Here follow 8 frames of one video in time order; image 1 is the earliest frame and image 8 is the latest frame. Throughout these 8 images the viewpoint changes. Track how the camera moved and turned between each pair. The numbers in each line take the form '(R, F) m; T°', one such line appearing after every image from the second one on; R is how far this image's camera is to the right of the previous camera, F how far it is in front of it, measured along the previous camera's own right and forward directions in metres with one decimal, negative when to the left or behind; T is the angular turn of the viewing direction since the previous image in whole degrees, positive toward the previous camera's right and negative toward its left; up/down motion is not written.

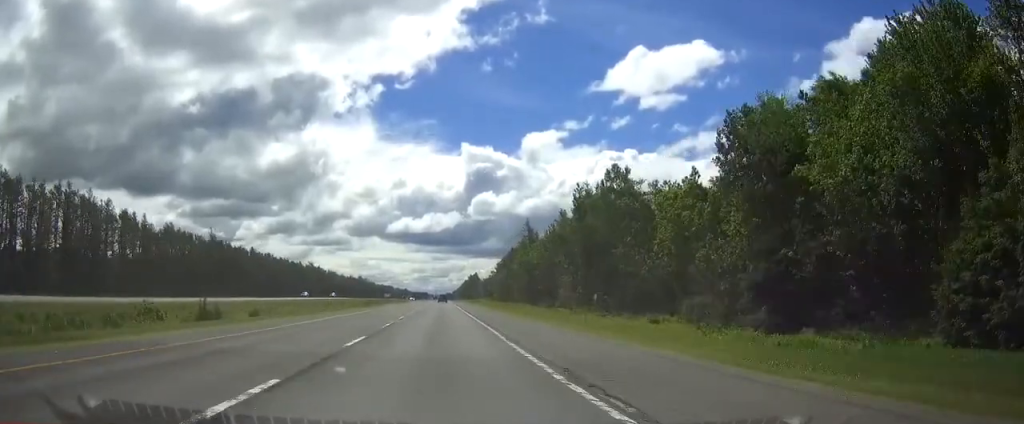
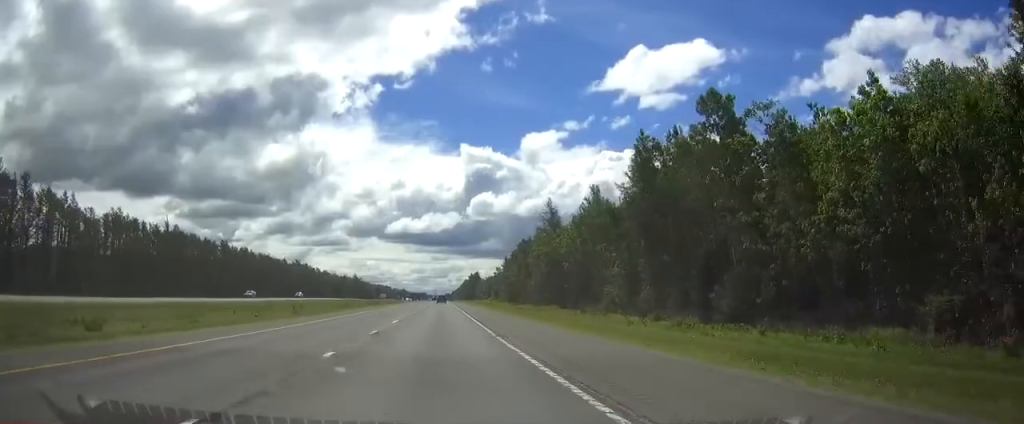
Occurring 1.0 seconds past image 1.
(0.0, +30.3) m; 0°
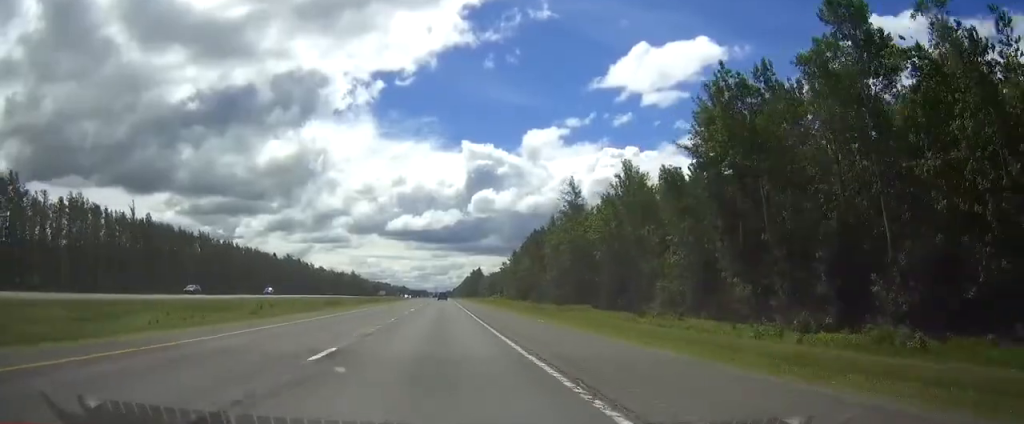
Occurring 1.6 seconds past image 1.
(0.0, +18.8) m; 0°
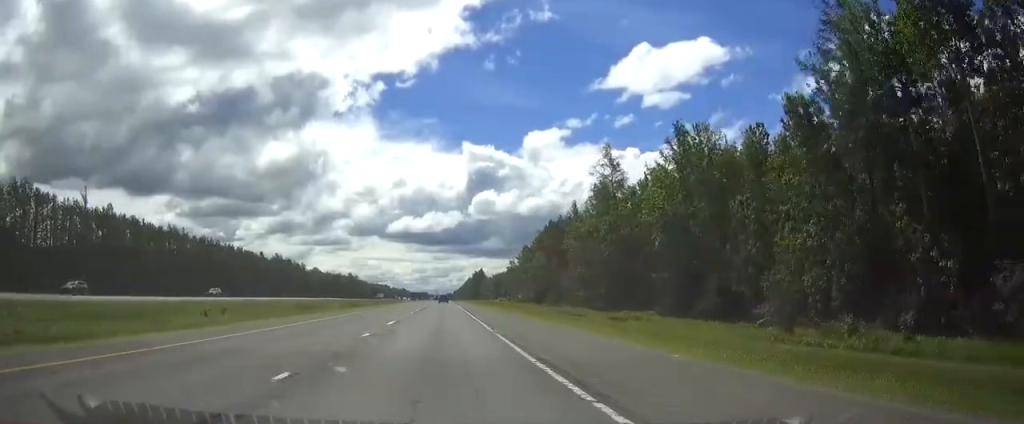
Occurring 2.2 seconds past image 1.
(0.0, +20.9) m; 0°
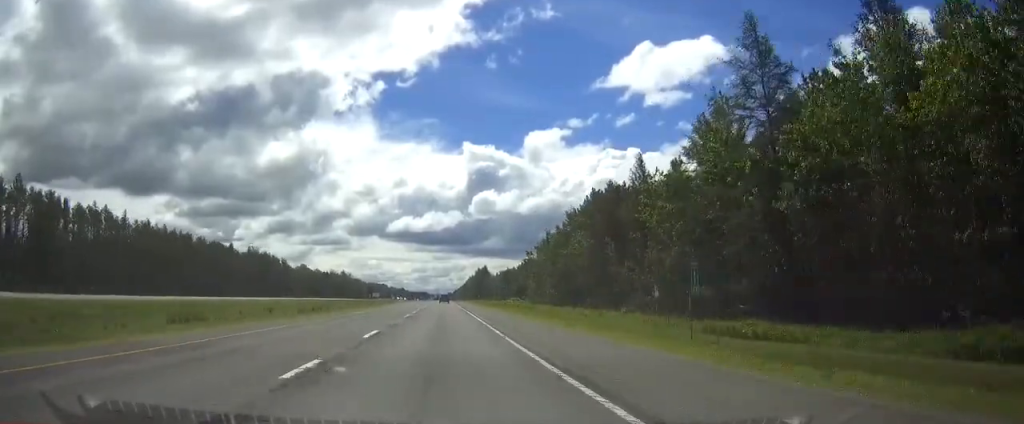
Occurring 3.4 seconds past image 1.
(-0.1, +36.4) m; 0°
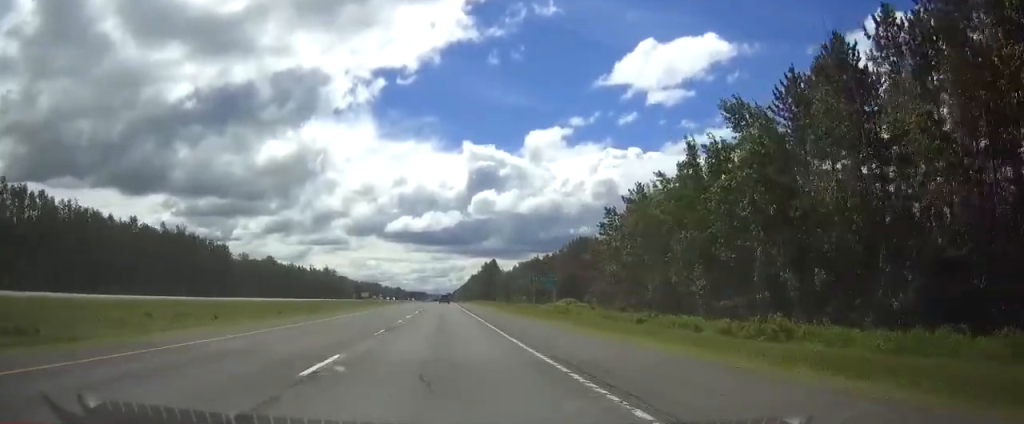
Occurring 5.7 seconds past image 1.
(0.0, +71.8) m; 0°
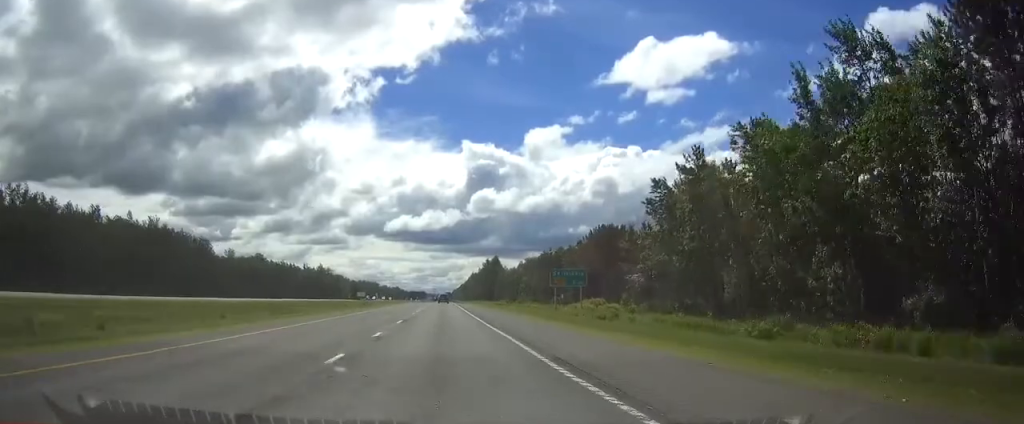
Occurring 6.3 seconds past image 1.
(0.0, +17.7) m; 0°
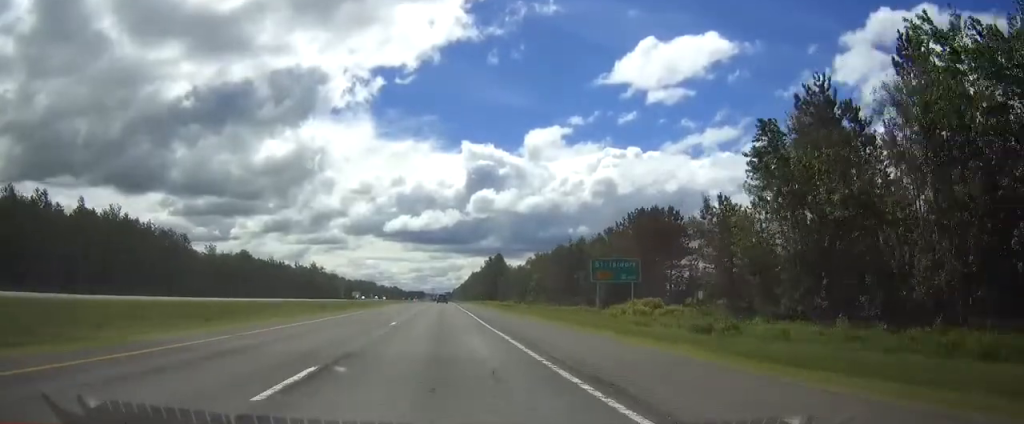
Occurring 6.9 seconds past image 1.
(0.0, +20.7) m; 0°
